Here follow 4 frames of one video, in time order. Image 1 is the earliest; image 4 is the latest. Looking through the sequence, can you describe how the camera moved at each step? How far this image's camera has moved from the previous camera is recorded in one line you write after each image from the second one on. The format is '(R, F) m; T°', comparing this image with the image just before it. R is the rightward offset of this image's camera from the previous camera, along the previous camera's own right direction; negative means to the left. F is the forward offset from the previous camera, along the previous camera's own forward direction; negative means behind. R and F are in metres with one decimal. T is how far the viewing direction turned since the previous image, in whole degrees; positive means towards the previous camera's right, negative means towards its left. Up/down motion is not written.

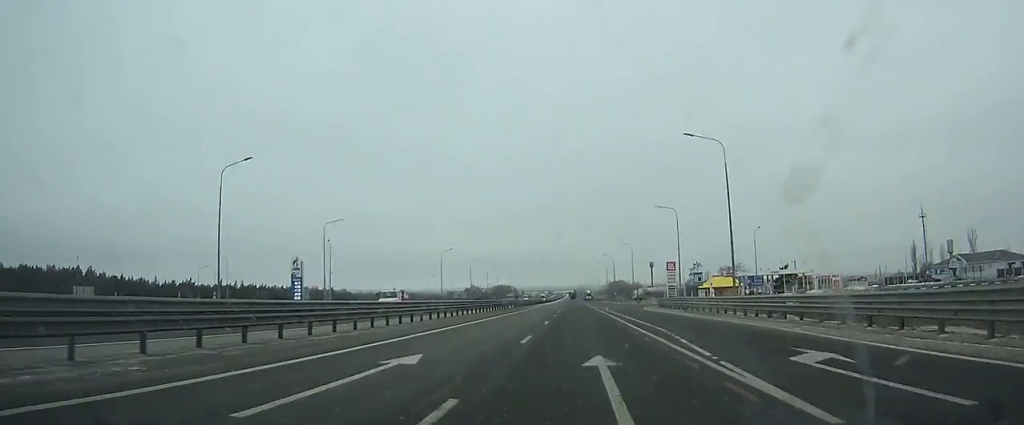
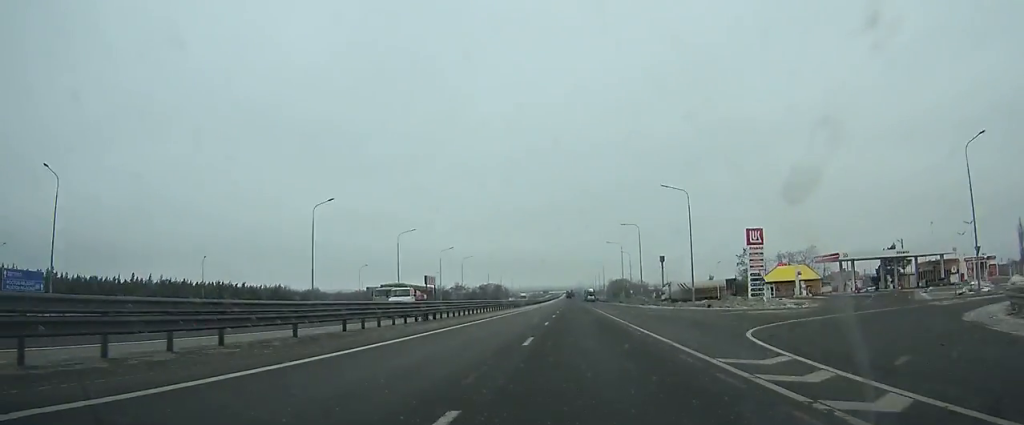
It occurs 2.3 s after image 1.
(-0.1, +61.4) m; 0°
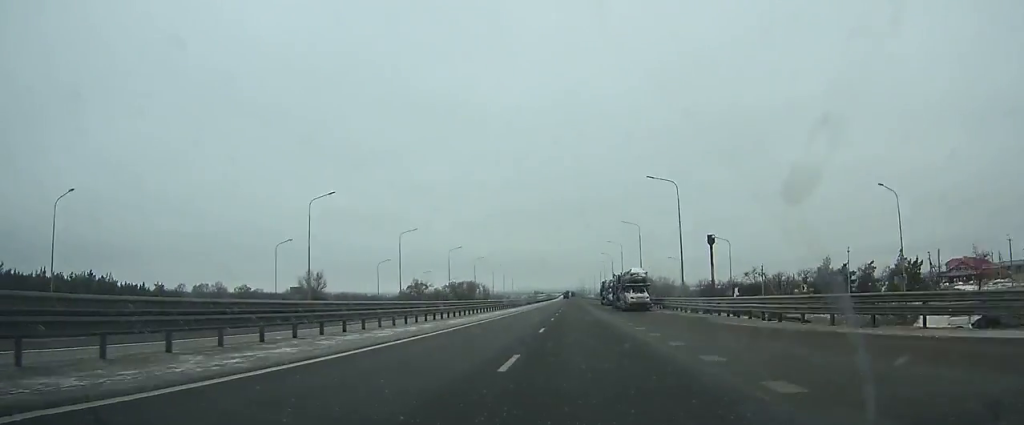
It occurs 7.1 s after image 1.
(+0.1, +128.3) m; 0°
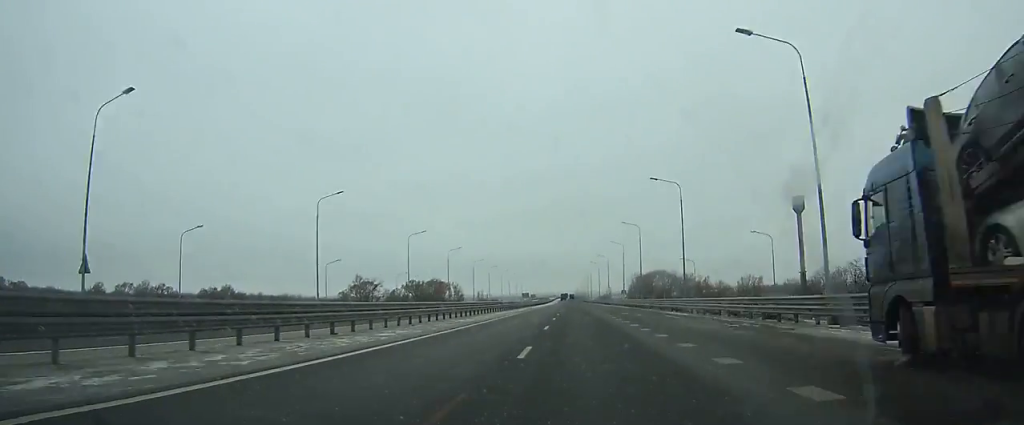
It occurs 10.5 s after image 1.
(+0.1, +93.2) m; 0°
